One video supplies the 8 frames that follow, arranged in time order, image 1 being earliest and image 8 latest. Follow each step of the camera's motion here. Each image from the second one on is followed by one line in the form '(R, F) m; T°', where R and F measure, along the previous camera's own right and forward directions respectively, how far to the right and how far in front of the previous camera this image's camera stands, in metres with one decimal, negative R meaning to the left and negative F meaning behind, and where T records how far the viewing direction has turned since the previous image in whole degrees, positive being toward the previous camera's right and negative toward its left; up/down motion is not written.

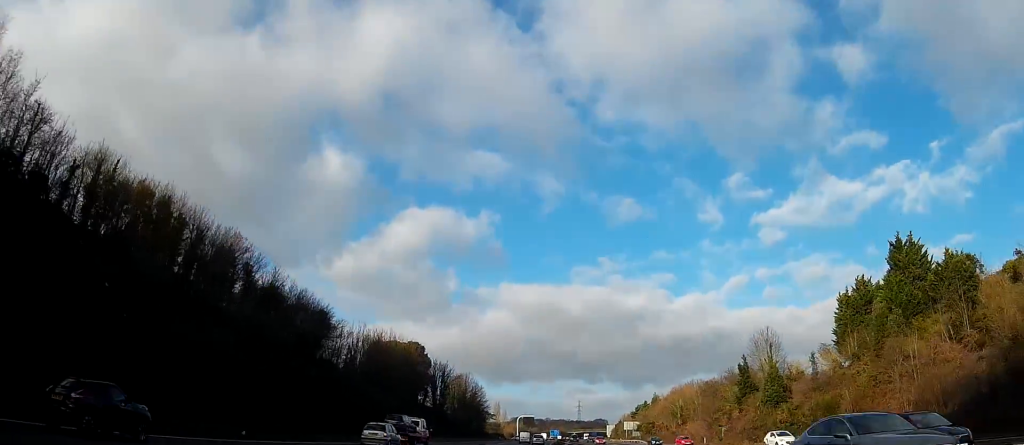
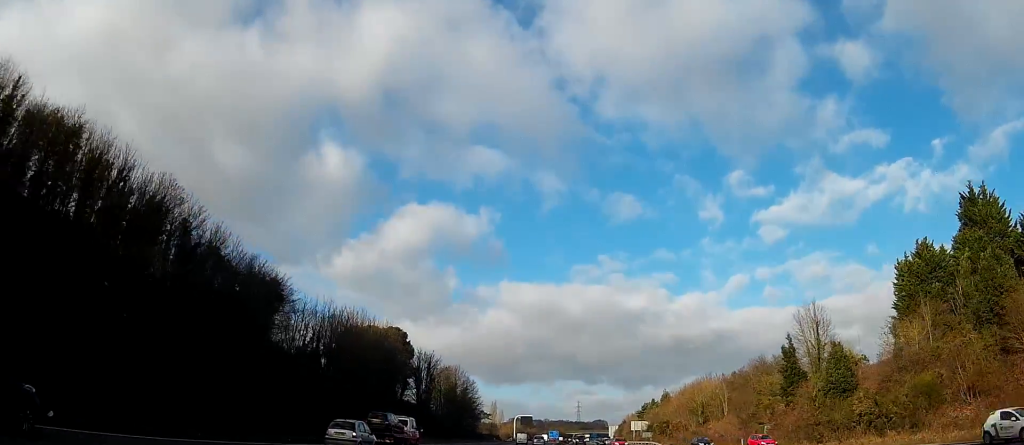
(-0.2, +17.2) m; 0°
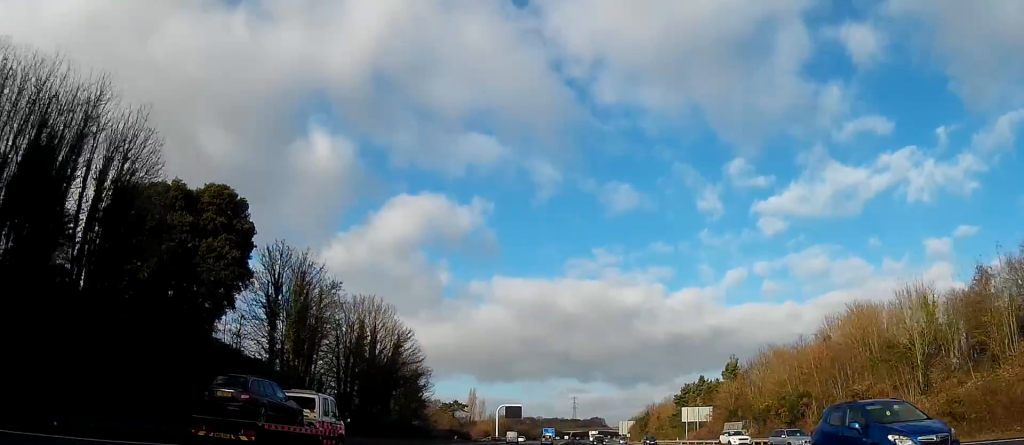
(+1.4, +68.4) m; +2°
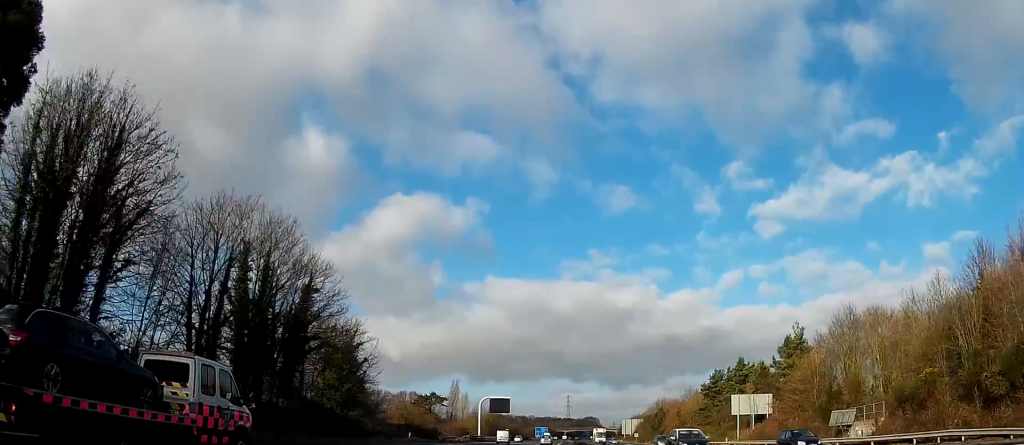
(+0.1, +31.4) m; 0°
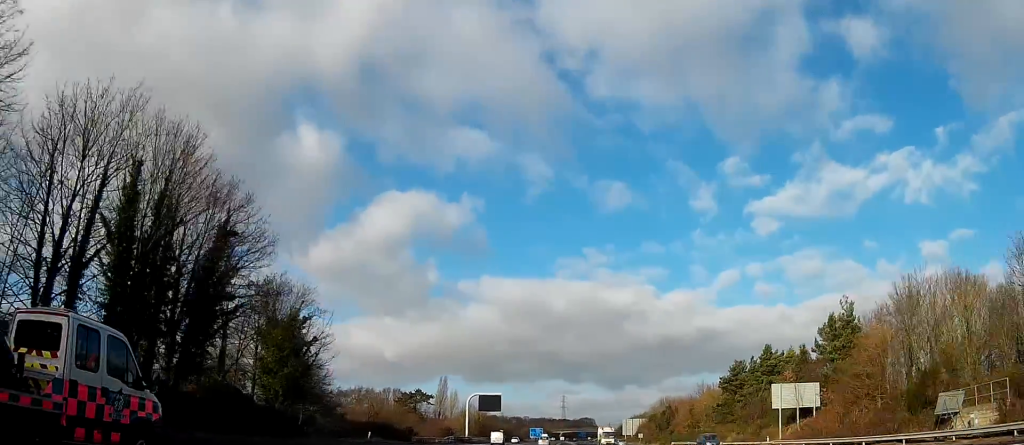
(0.0, +14.9) m; 0°
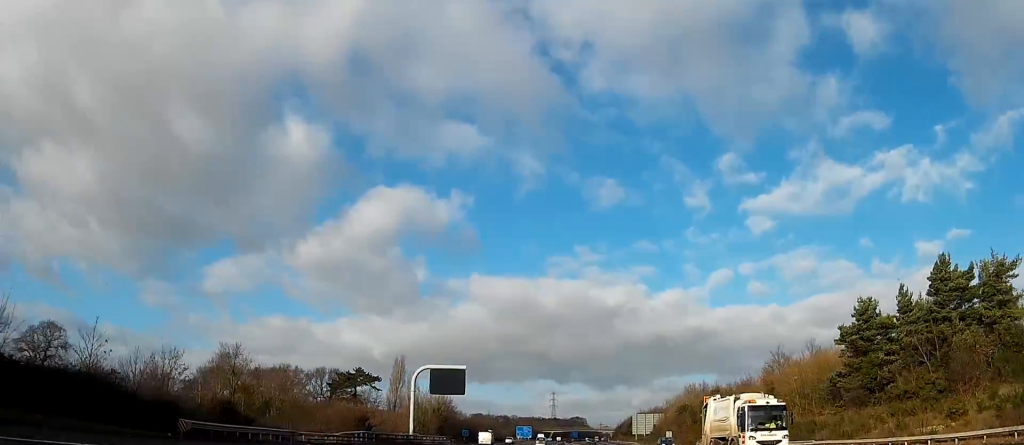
(+0.8, +44.3) m; +2°
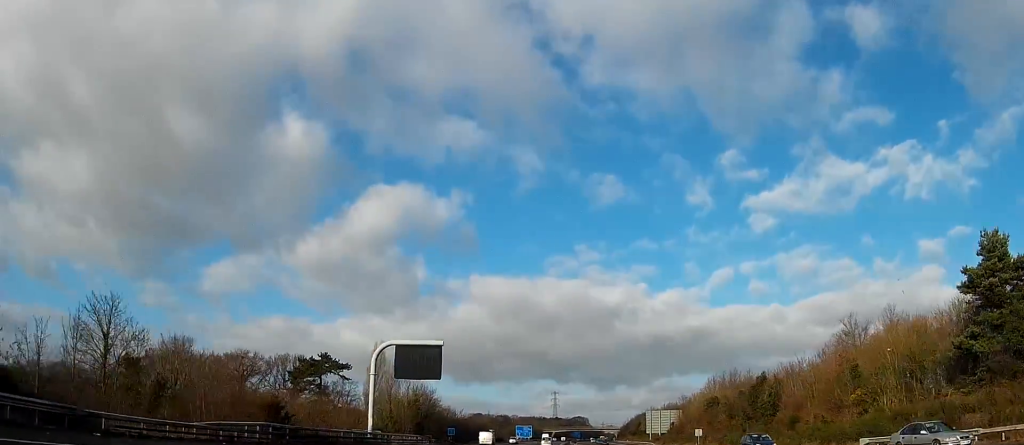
(+0.2, +19.1) m; 0°
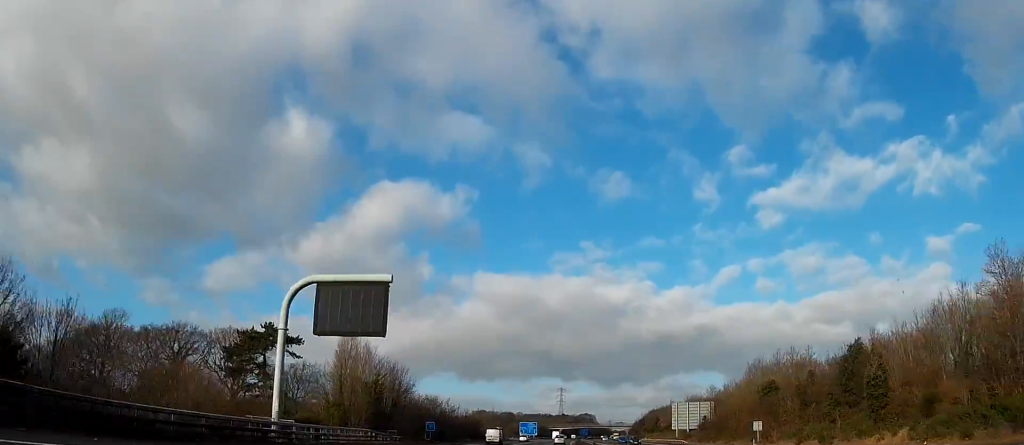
(+0.1, +21.9) m; 0°
